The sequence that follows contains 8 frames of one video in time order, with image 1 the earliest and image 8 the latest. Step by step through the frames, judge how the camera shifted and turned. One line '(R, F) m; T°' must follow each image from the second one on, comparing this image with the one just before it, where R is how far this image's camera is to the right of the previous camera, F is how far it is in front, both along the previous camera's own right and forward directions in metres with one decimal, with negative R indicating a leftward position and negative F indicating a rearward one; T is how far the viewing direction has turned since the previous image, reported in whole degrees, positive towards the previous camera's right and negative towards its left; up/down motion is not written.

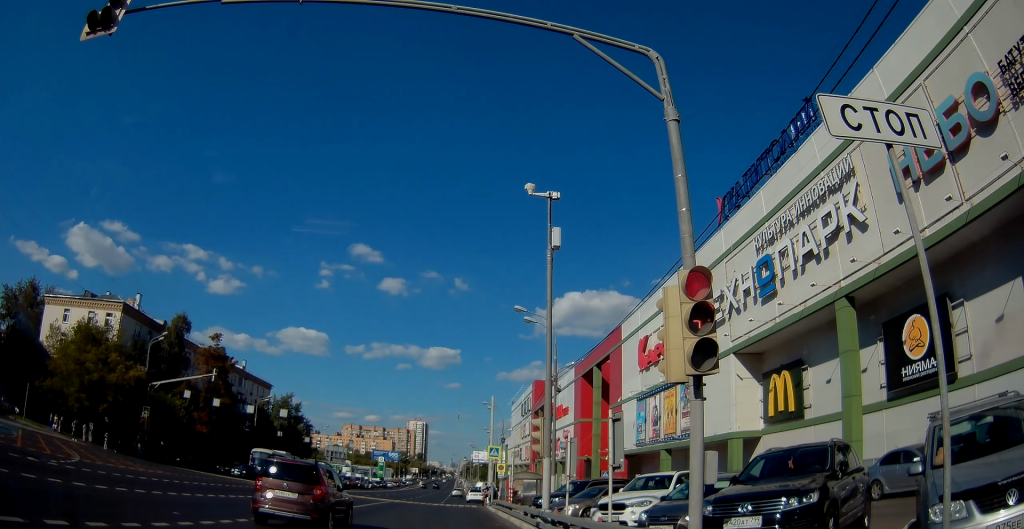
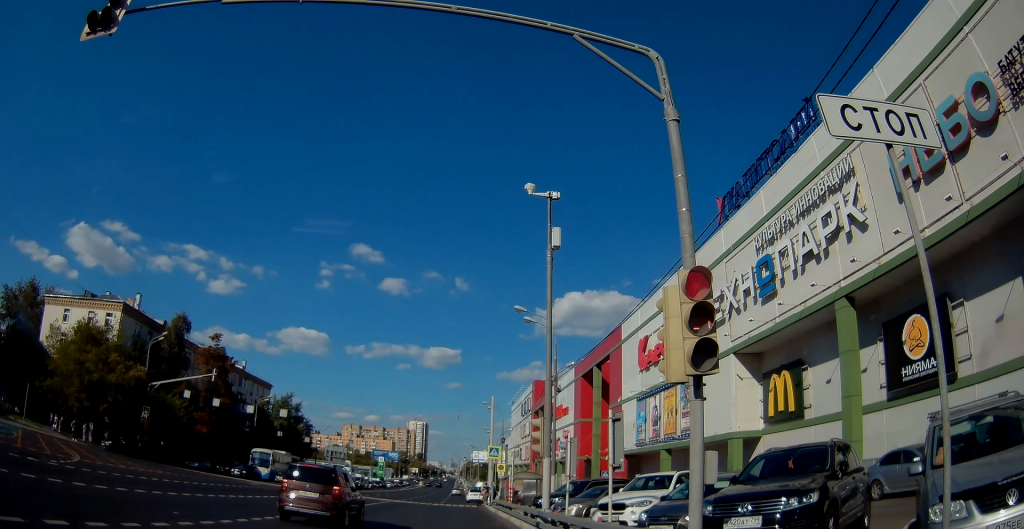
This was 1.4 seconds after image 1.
(0.0, 0.0) m; 0°
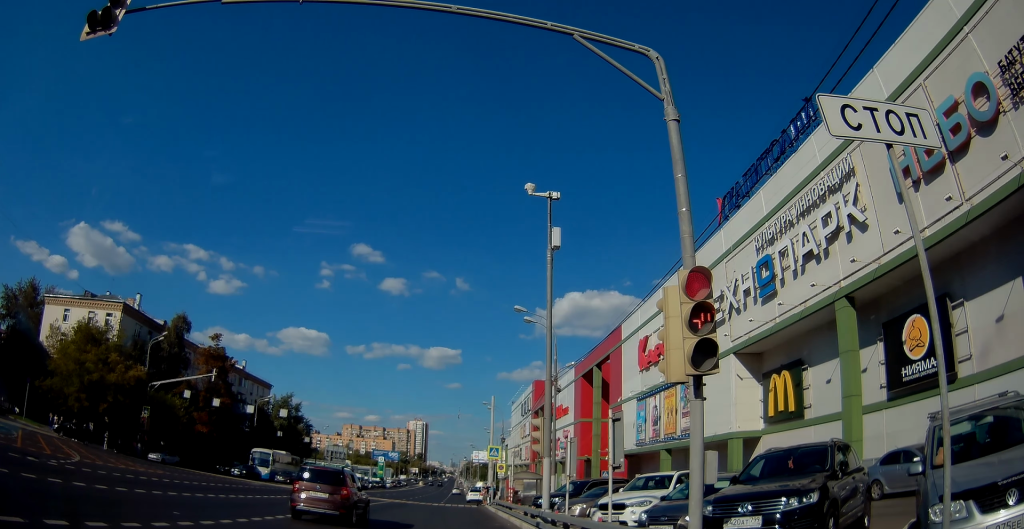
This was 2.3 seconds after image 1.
(0.0, 0.0) m; 0°
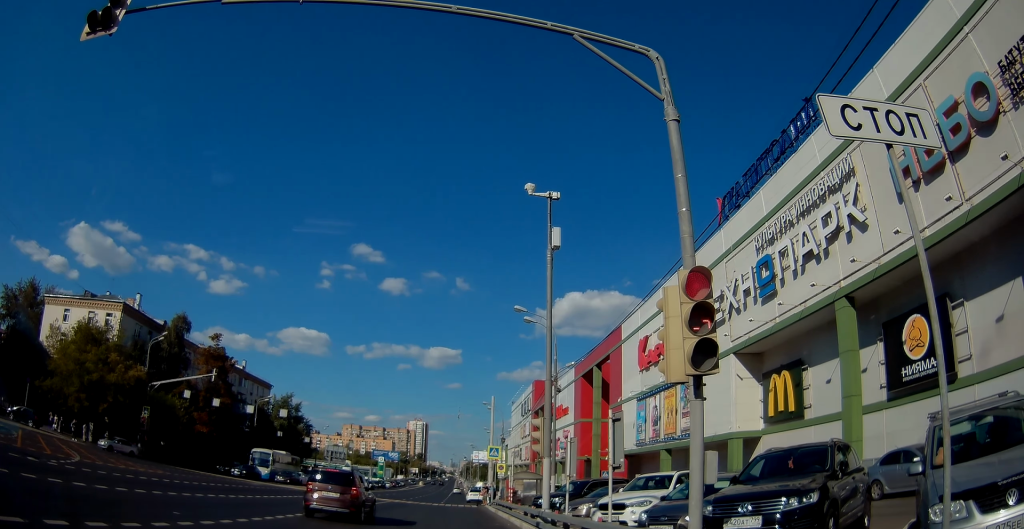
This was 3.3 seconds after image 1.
(0.0, 0.0) m; 0°
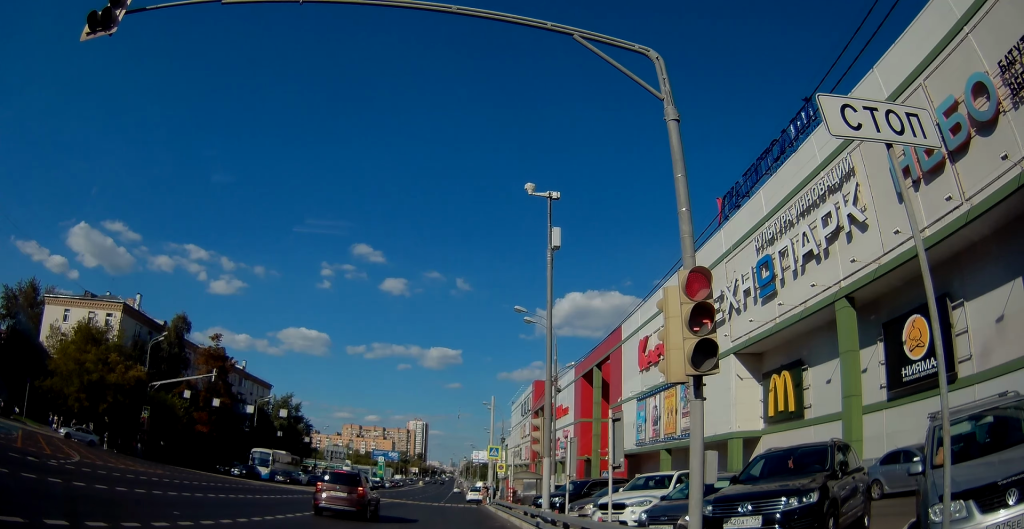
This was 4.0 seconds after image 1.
(0.0, 0.0) m; 0°
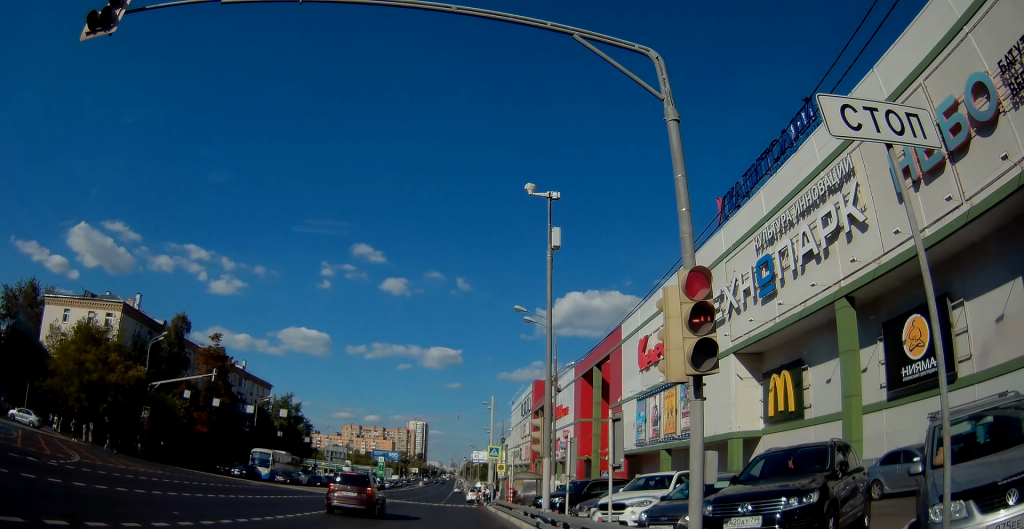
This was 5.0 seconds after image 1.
(0.0, 0.0) m; 0°
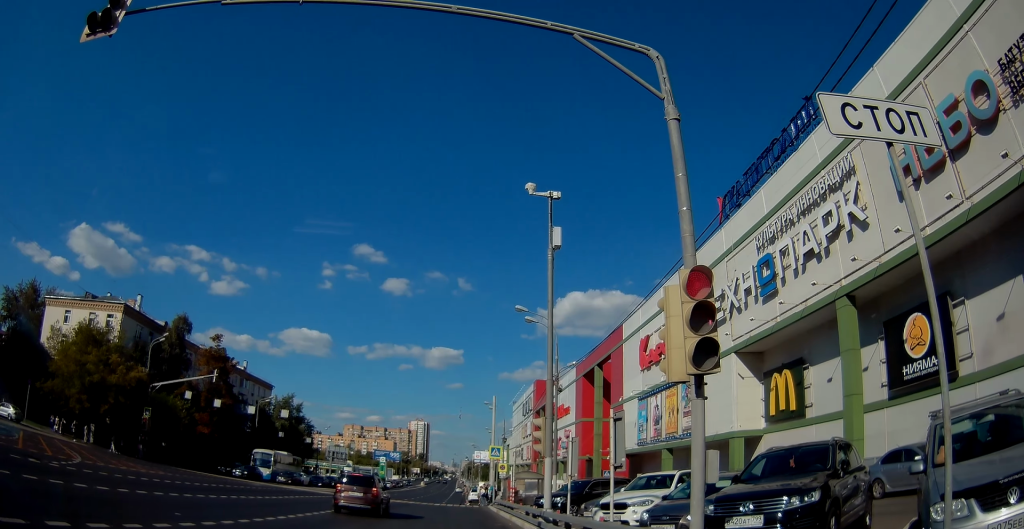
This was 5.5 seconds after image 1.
(0.0, 0.0) m; 0°
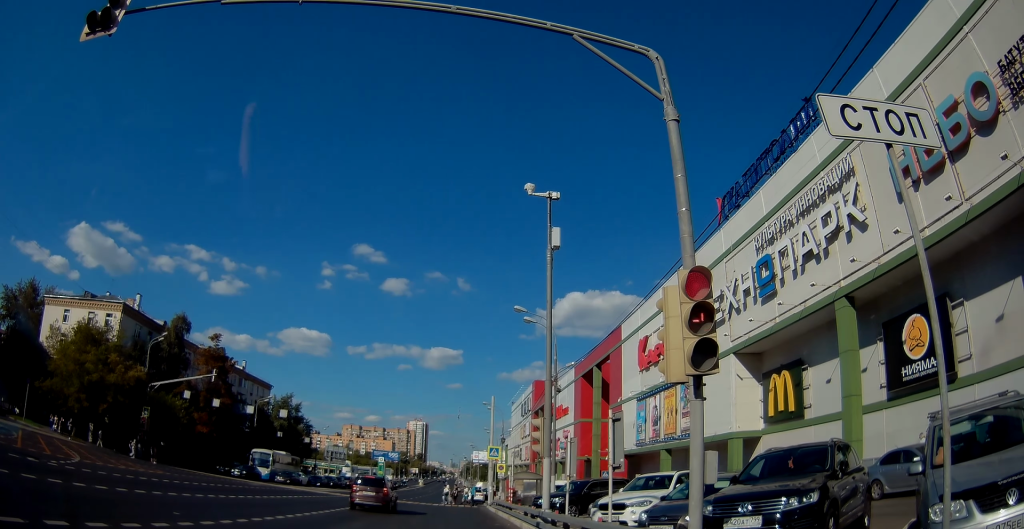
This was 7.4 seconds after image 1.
(0.0, 0.0) m; 0°
